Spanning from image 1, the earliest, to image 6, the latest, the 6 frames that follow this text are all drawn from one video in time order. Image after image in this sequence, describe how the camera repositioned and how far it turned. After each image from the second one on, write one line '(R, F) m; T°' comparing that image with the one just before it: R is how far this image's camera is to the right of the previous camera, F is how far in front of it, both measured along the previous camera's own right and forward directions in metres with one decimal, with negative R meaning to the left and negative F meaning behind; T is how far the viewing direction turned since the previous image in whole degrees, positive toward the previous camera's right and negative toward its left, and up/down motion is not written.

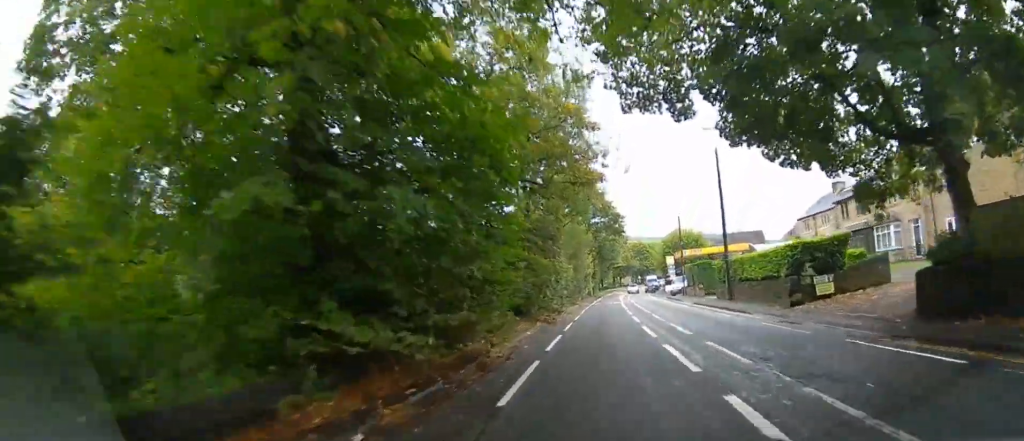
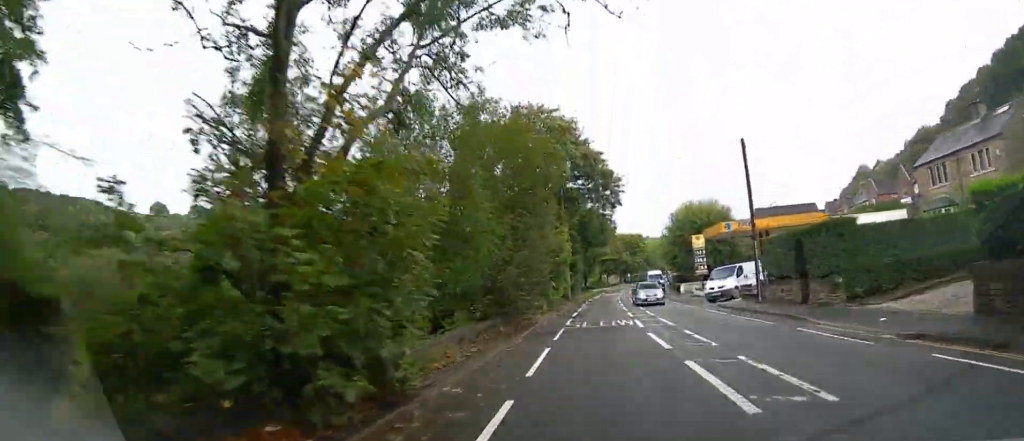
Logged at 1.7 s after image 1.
(+0.5, +27.6) m; +2°
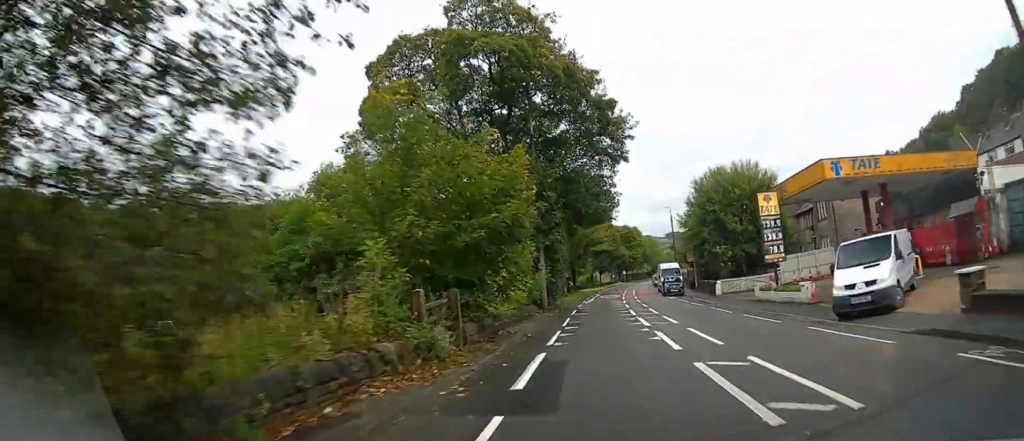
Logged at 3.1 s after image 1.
(+0.3, +18.6) m; +1°
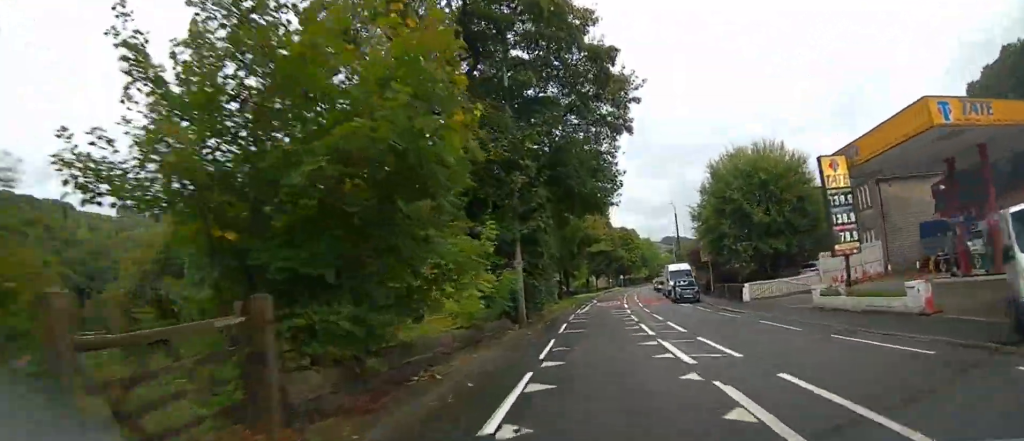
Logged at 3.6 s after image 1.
(0.0, +7.3) m; 0°
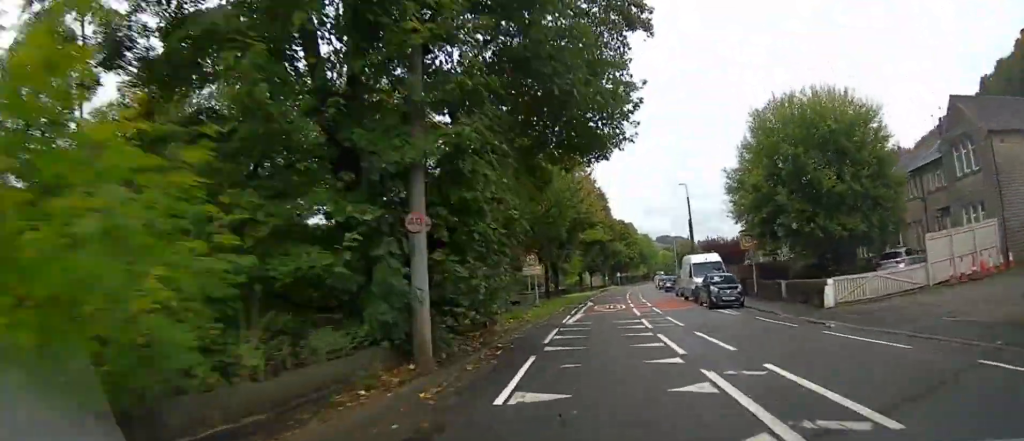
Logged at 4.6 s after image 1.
(+0.1, +11.1) m; +1°
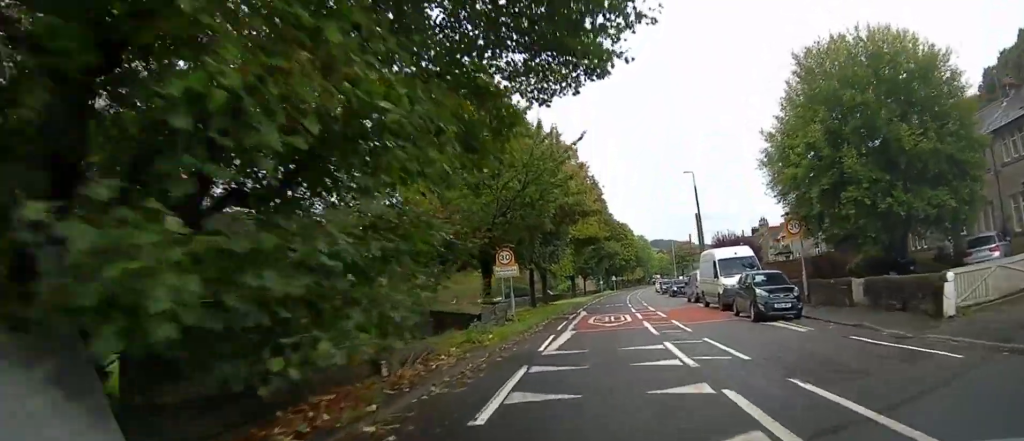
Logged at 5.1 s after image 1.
(0.0, +7.1) m; 0°
